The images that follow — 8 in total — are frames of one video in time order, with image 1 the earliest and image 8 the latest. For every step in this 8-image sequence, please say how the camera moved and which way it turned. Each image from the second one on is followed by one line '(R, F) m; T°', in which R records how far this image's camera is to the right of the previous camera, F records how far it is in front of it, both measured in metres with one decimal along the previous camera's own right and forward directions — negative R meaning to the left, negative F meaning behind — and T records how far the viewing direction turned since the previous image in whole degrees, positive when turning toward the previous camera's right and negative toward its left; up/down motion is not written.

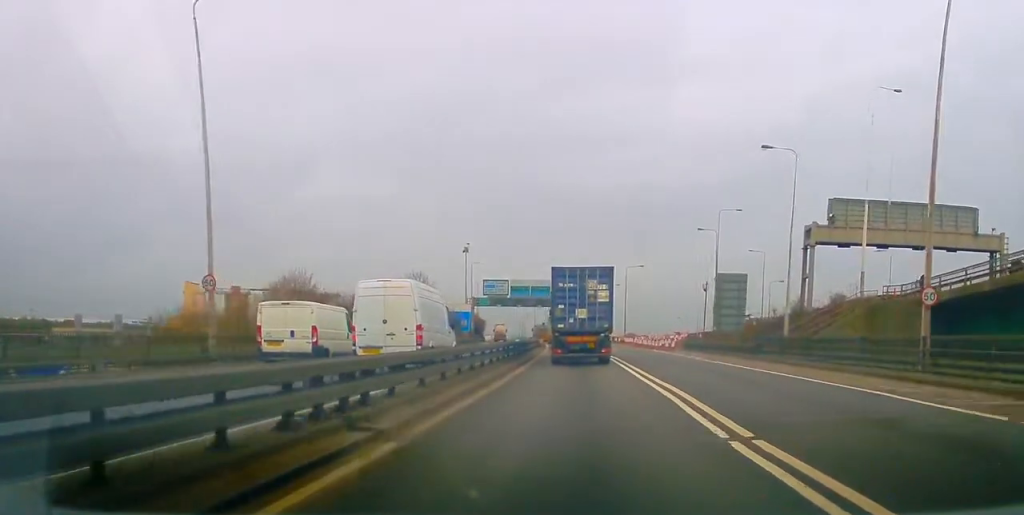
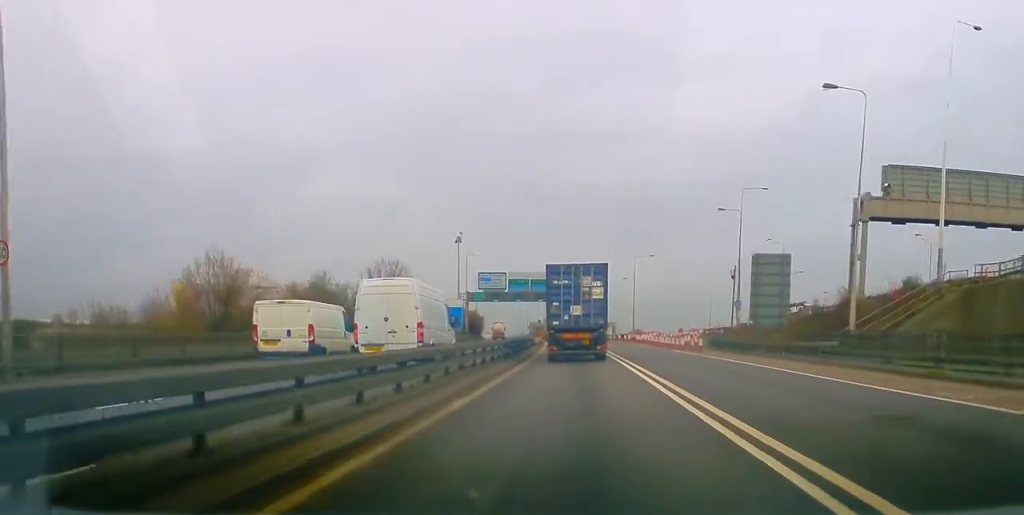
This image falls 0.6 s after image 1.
(-0.2, +11.4) m; -1°
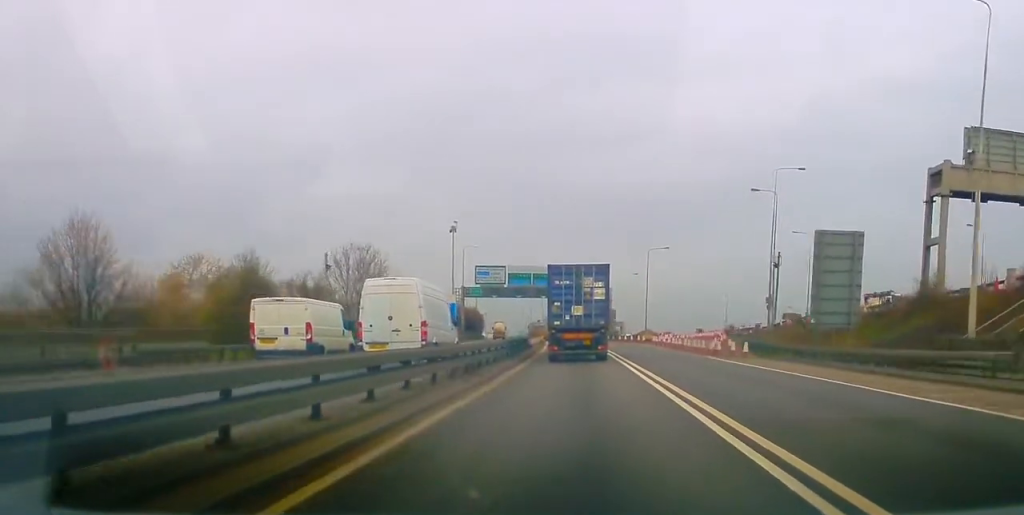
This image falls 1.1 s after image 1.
(0.0, +11.6) m; 0°
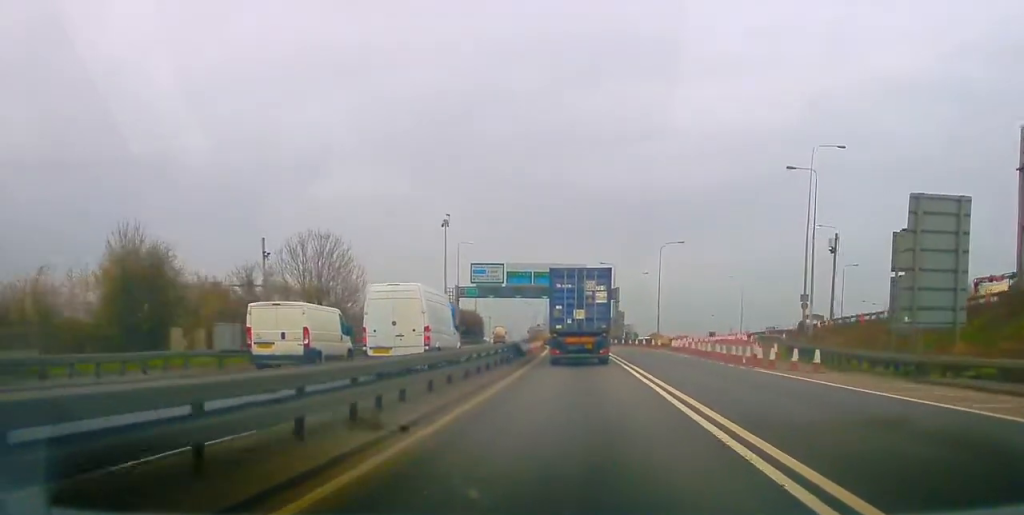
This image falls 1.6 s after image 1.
(0.0, +10.2) m; 0°
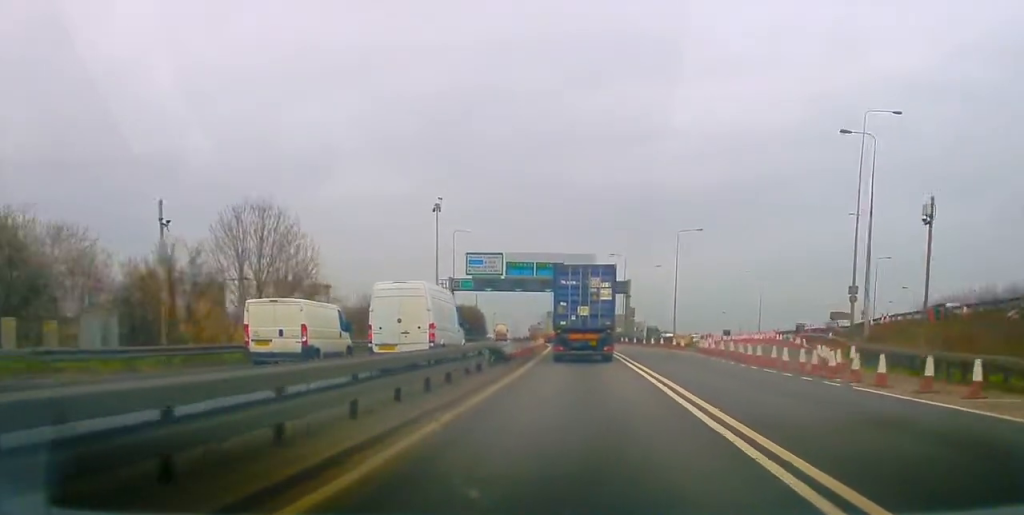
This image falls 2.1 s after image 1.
(0.0, +10.4) m; -1°
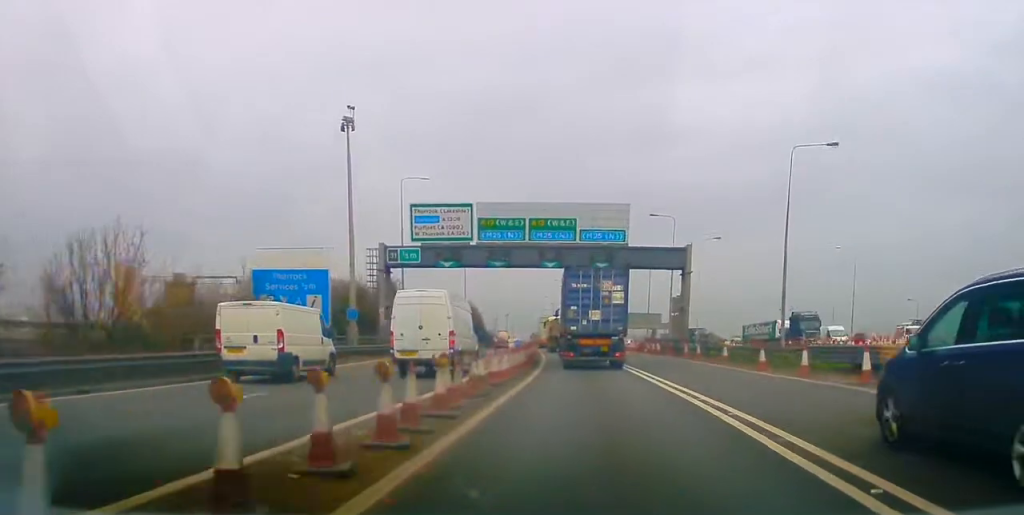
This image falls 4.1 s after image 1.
(-0.7, +40.3) m; -1°
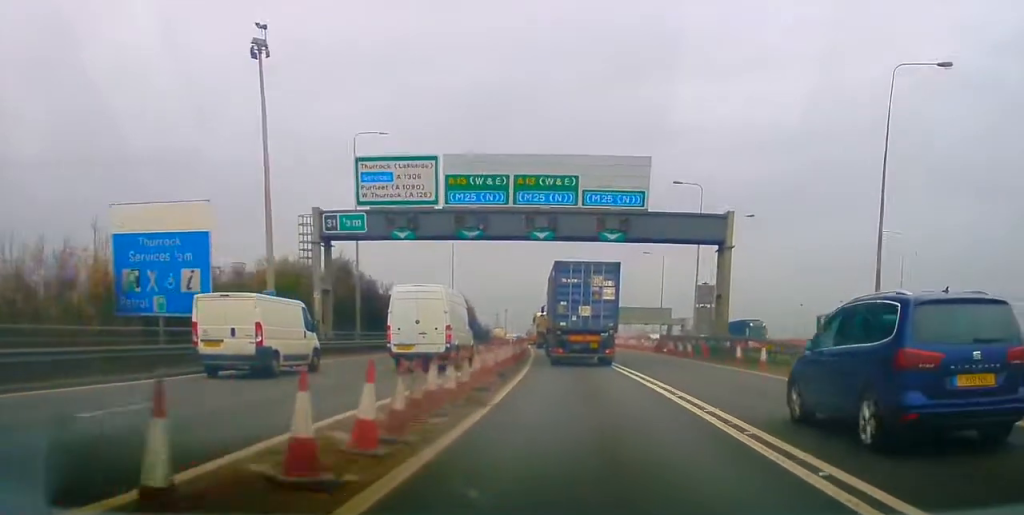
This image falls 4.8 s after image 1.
(+0.1, +14.5) m; 0°
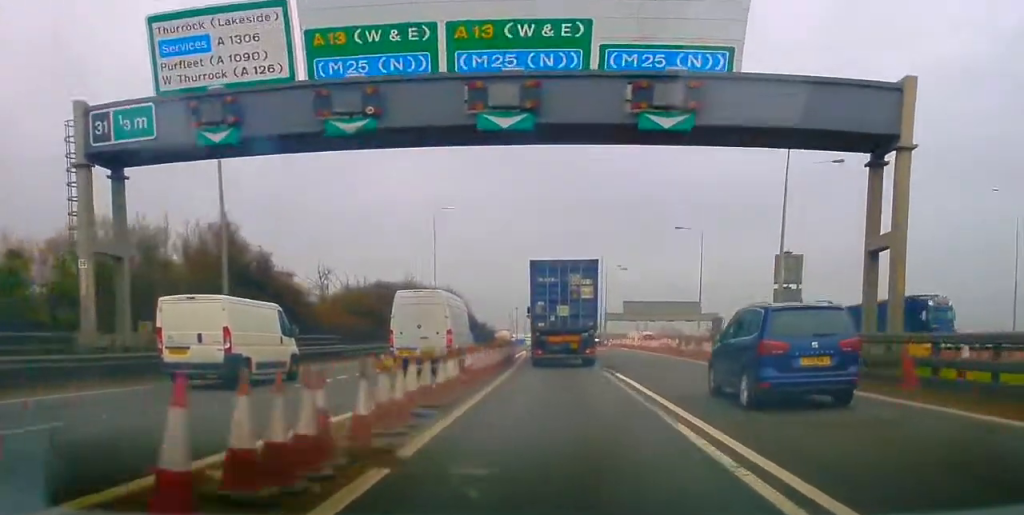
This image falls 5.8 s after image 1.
(-0.1, +22.2) m; -1°
